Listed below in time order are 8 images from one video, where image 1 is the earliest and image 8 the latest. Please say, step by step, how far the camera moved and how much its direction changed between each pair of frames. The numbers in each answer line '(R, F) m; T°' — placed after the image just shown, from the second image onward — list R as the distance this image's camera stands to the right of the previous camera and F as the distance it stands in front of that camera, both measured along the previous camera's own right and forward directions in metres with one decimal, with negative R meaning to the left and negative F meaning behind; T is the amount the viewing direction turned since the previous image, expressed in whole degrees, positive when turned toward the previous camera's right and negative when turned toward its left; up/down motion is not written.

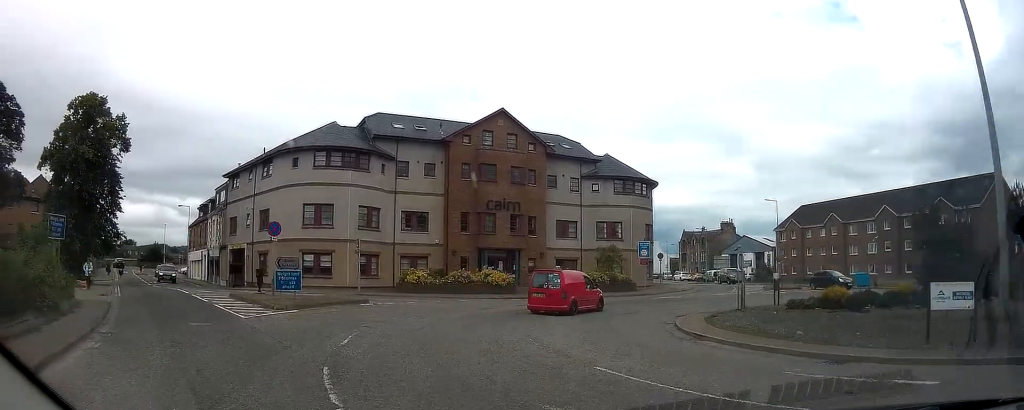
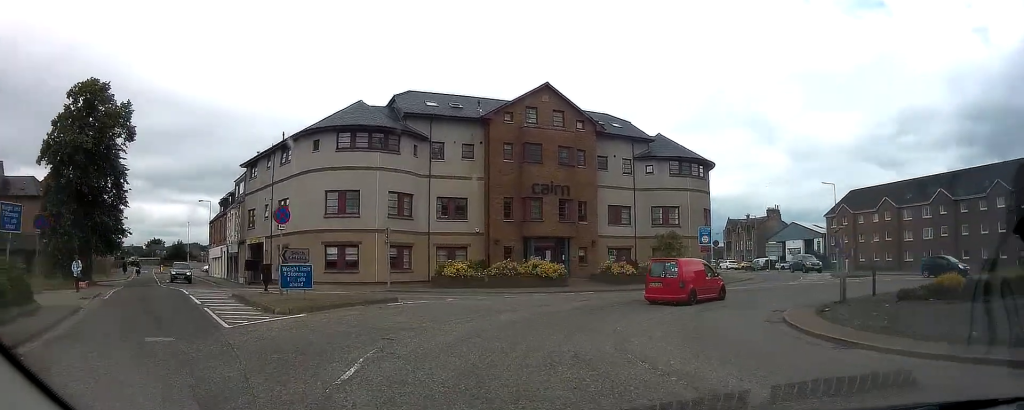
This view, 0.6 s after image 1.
(-0.1, +3.9) m; 0°
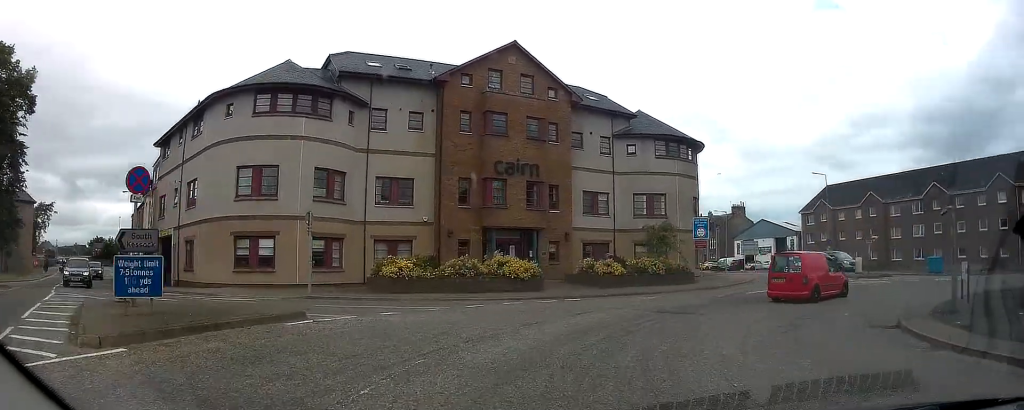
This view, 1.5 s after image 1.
(+0.1, +6.8) m; +4°
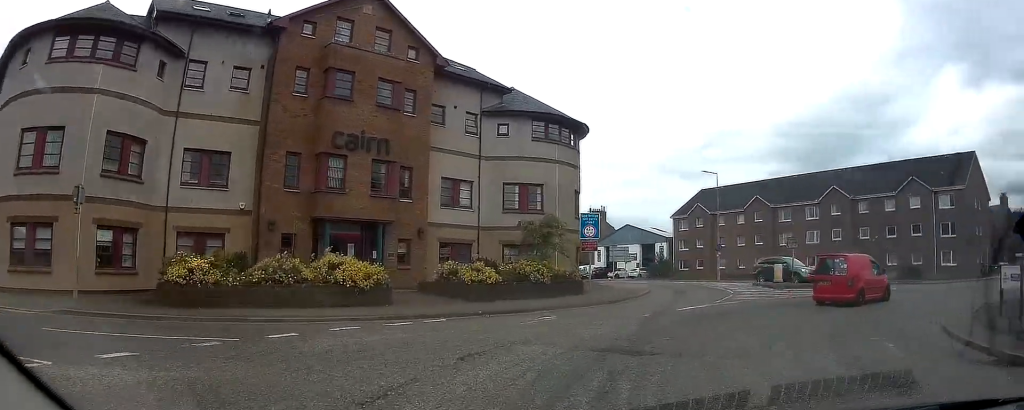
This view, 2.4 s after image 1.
(+0.4, +6.9) m; +8°
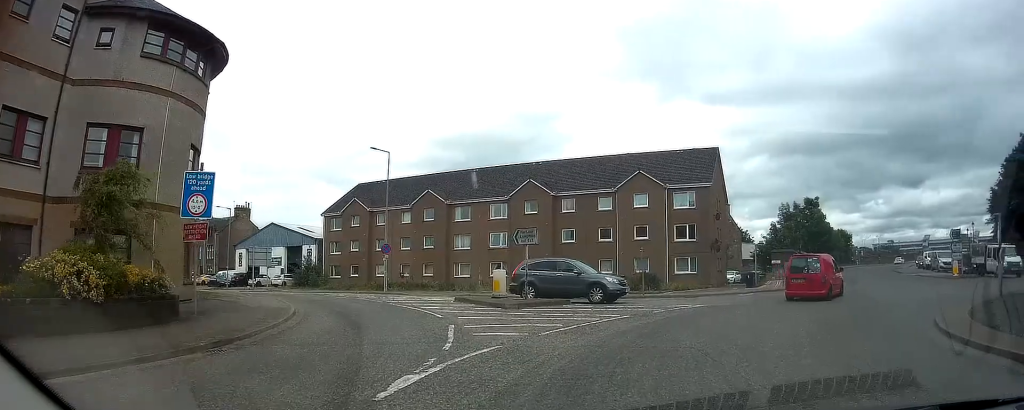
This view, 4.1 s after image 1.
(+2.0, +11.4) m; +26°
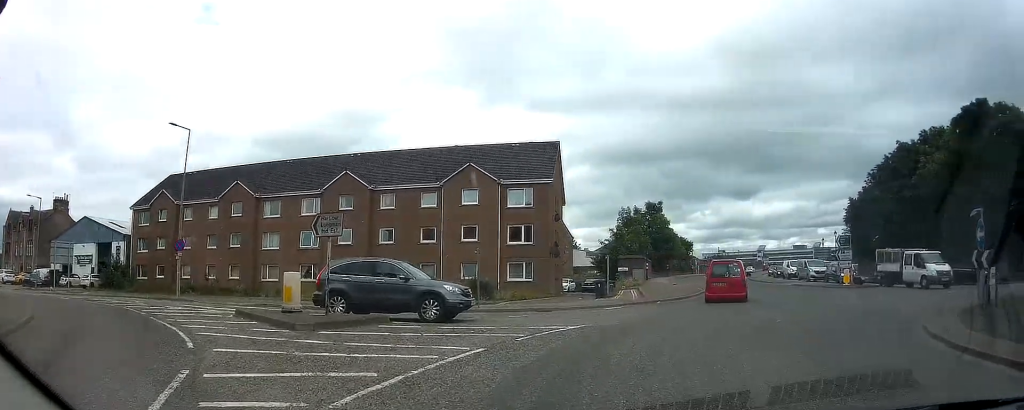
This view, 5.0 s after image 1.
(+0.9, +5.9) m; +20°
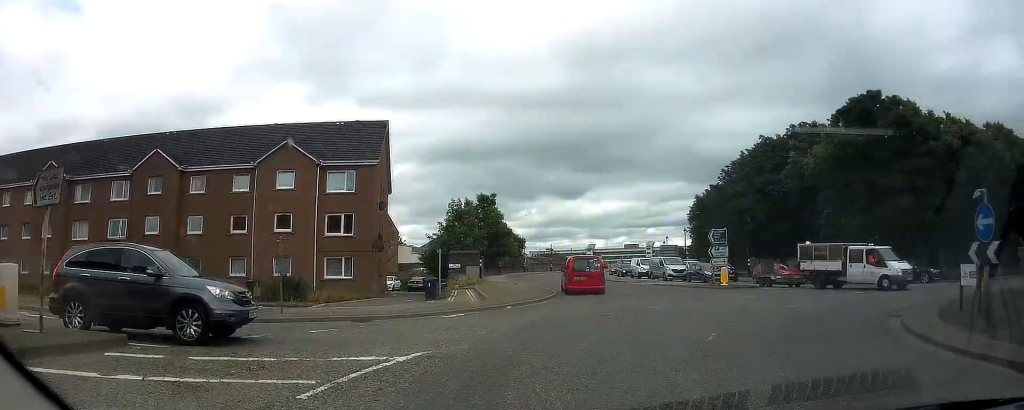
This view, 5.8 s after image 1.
(+1.1, +5.1) m; +17°
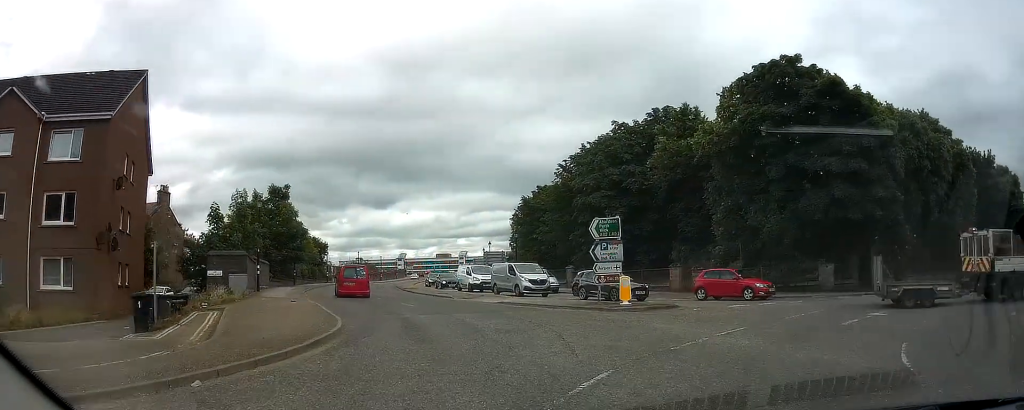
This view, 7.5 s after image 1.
(+2.6, +11.0) m; +19°
